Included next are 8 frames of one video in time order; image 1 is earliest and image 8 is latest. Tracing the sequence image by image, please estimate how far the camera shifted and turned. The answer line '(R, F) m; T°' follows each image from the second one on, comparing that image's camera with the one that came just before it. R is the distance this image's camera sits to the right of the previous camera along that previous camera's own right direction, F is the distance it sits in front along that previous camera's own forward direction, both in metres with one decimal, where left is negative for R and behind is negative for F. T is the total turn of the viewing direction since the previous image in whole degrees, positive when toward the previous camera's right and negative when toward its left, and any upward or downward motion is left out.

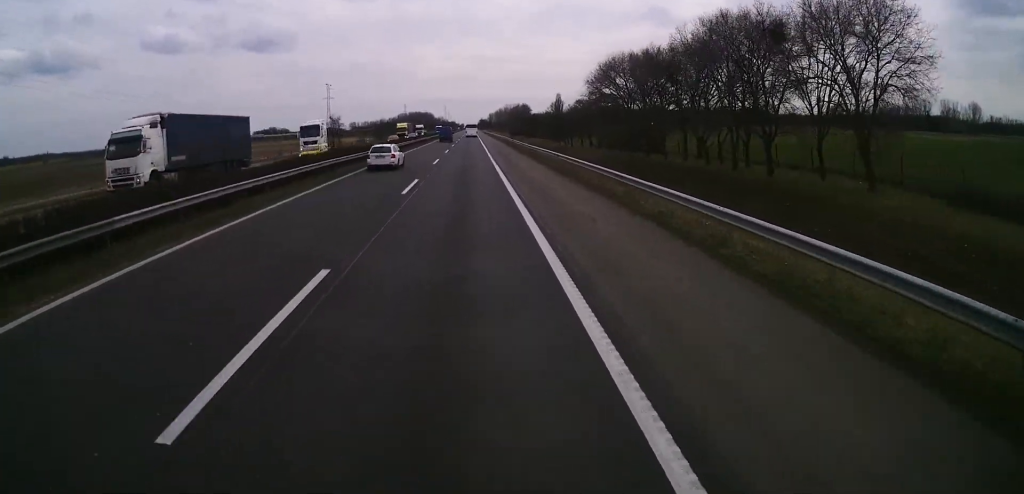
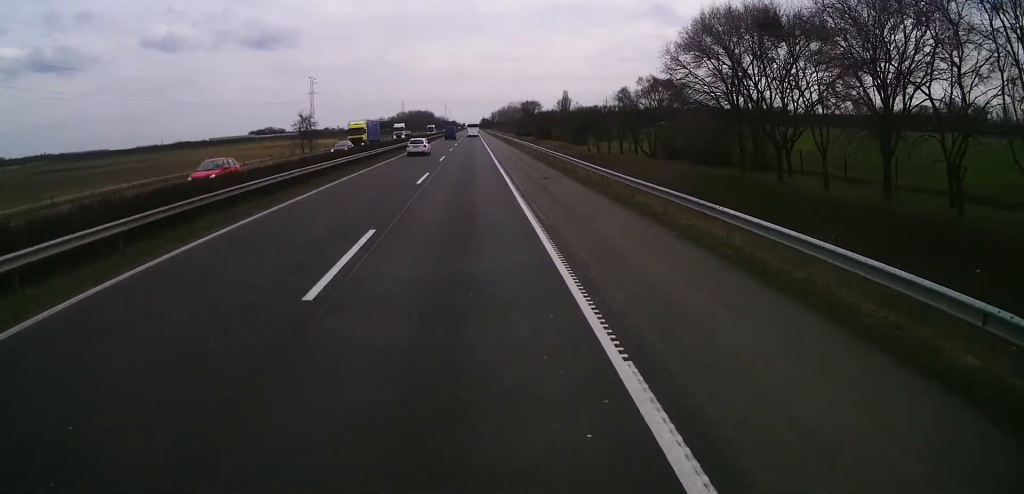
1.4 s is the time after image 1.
(-0.1, +31.7) m; +1°
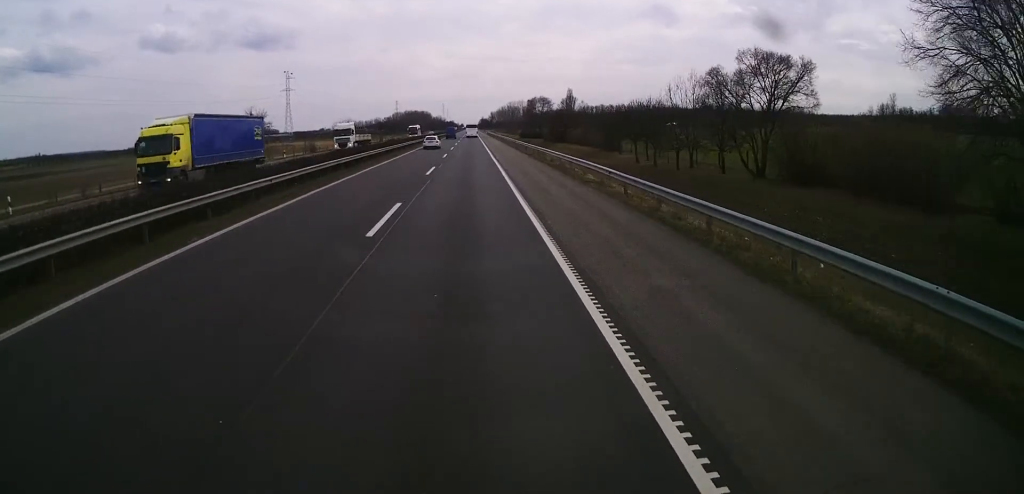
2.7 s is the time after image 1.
(+0.5, +31.0) m; 0°
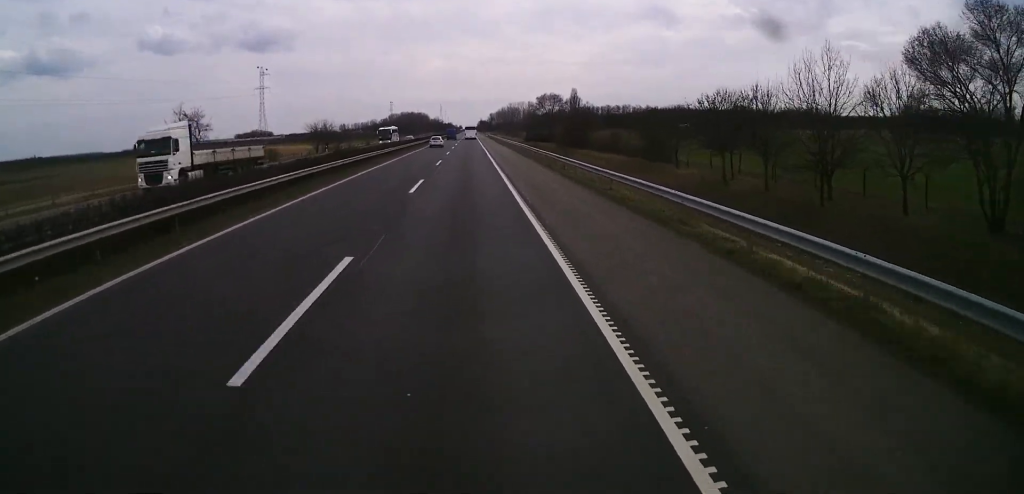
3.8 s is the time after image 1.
(-0.5, +26.2) m; -1°
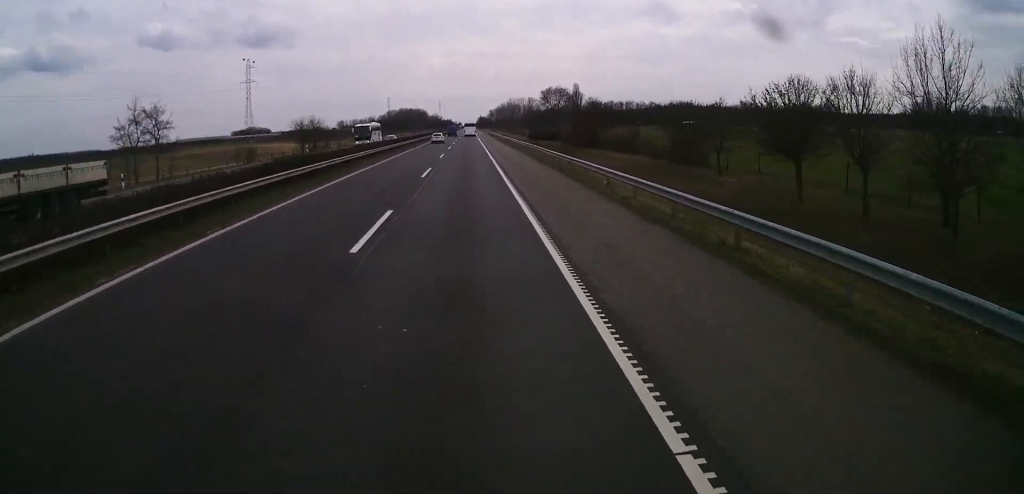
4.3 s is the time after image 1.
(+0.1, +11.6) m; 0°
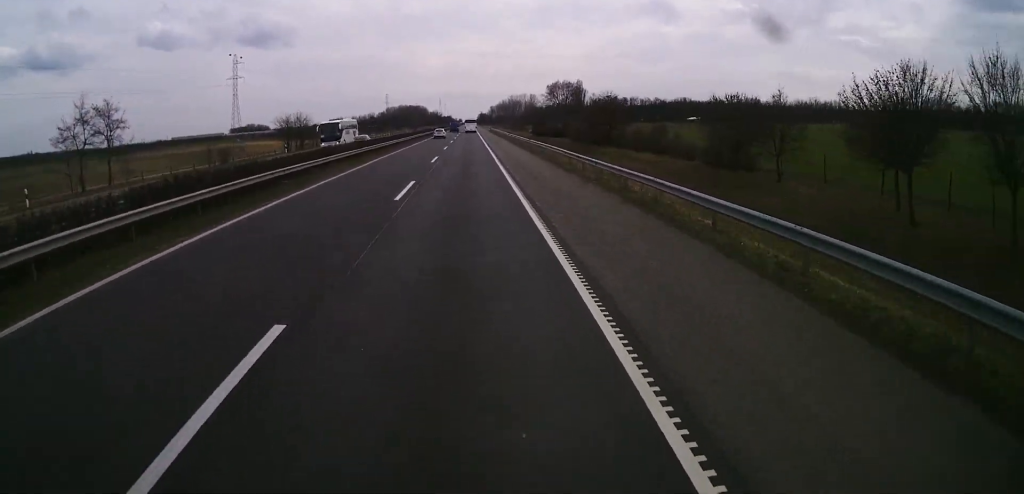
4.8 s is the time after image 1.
(+0.1, +10.8) m; 0°
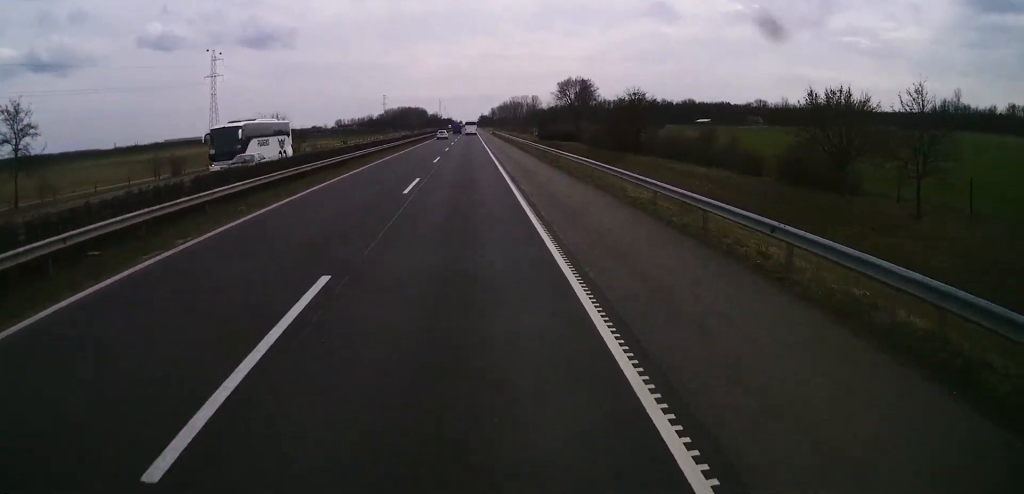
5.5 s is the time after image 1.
(-0.1, +15.4) m; 0°
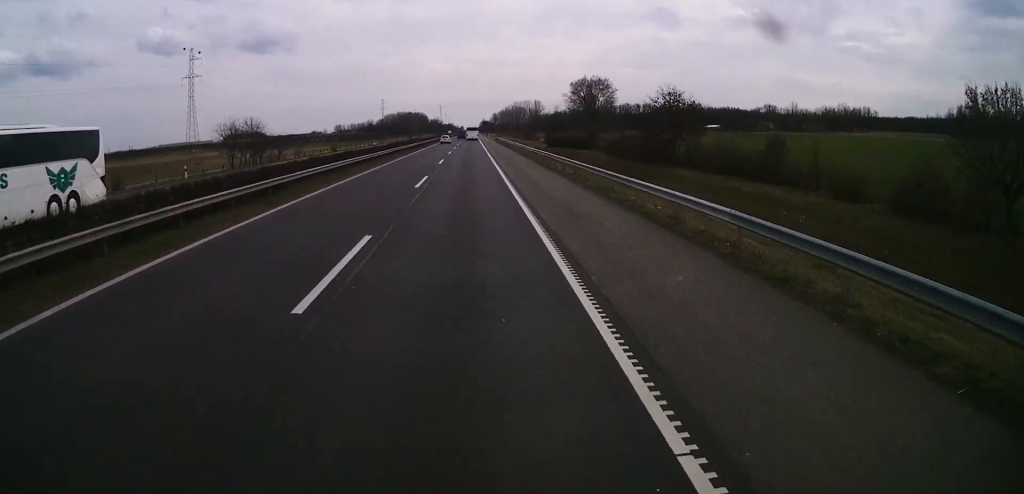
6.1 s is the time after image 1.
(0.0, +13.9) m; 0°
